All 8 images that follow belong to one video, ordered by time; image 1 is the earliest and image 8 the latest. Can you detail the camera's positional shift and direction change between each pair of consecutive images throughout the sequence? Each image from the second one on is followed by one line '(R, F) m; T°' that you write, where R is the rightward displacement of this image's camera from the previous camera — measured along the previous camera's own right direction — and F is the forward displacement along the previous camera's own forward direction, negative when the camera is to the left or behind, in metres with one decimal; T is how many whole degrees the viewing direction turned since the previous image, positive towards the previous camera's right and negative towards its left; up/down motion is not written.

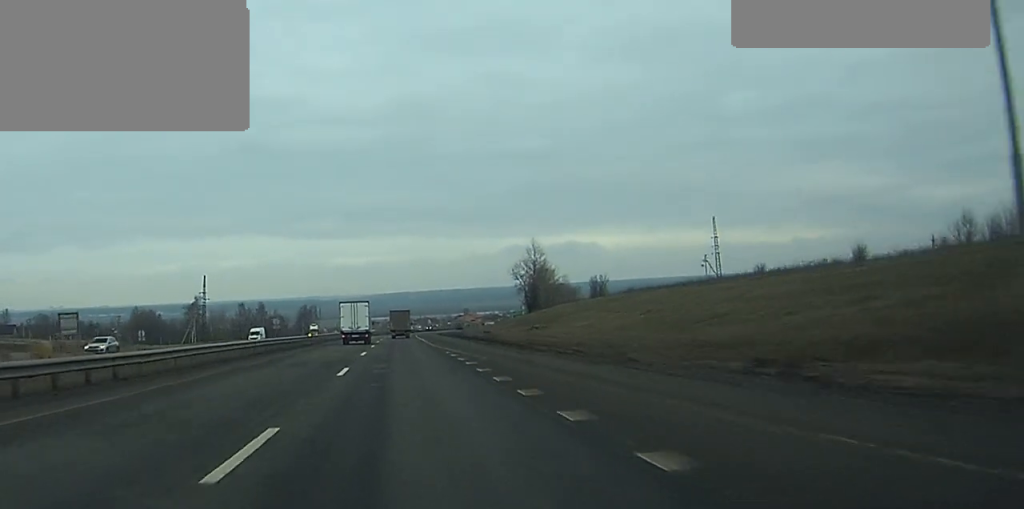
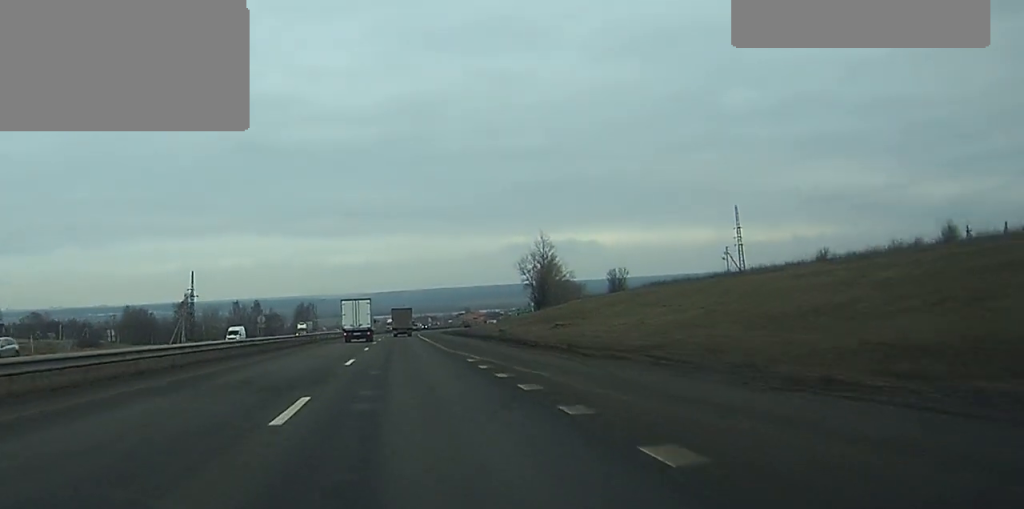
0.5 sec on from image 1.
(0.0, +12.3) m; 0°
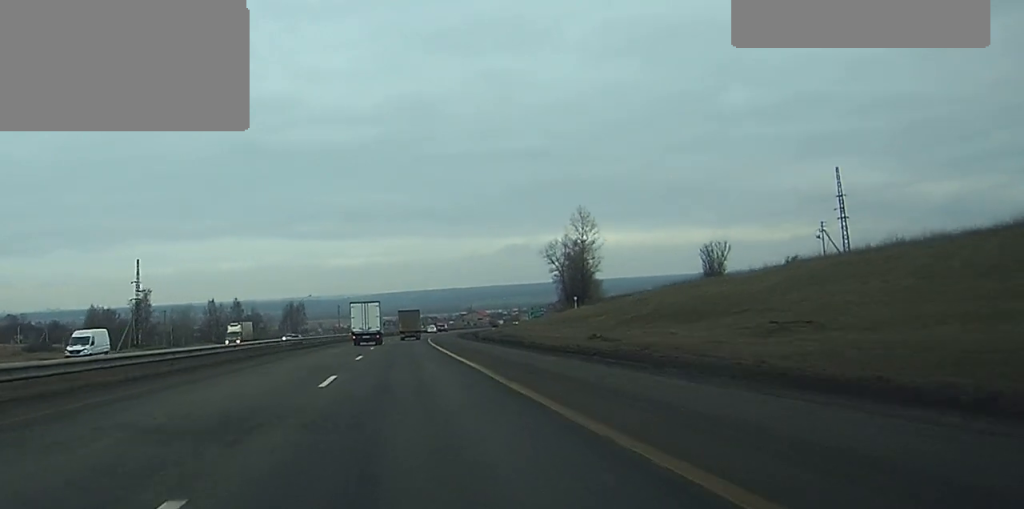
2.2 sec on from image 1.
(0.0, +40.7) m; 0°
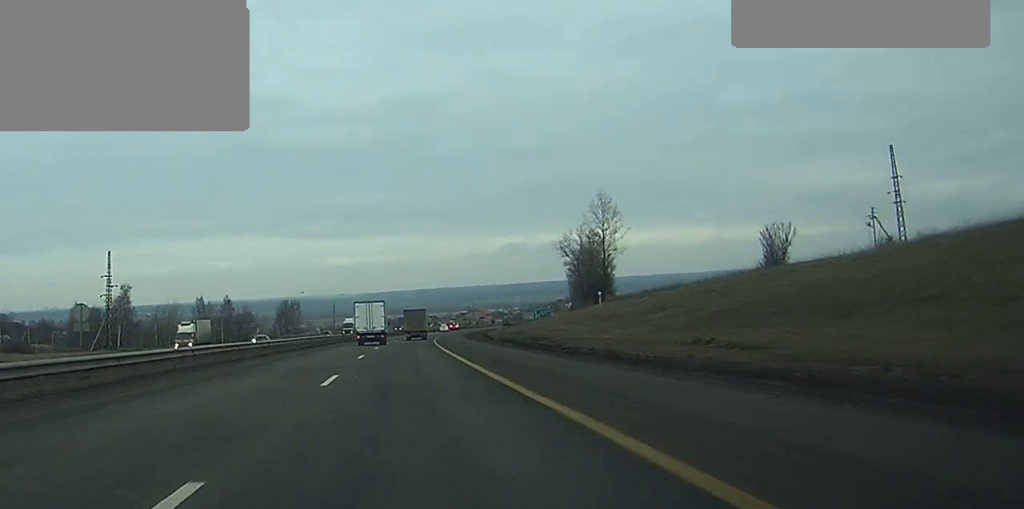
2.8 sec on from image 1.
(0.0, +15.4) m; 0°
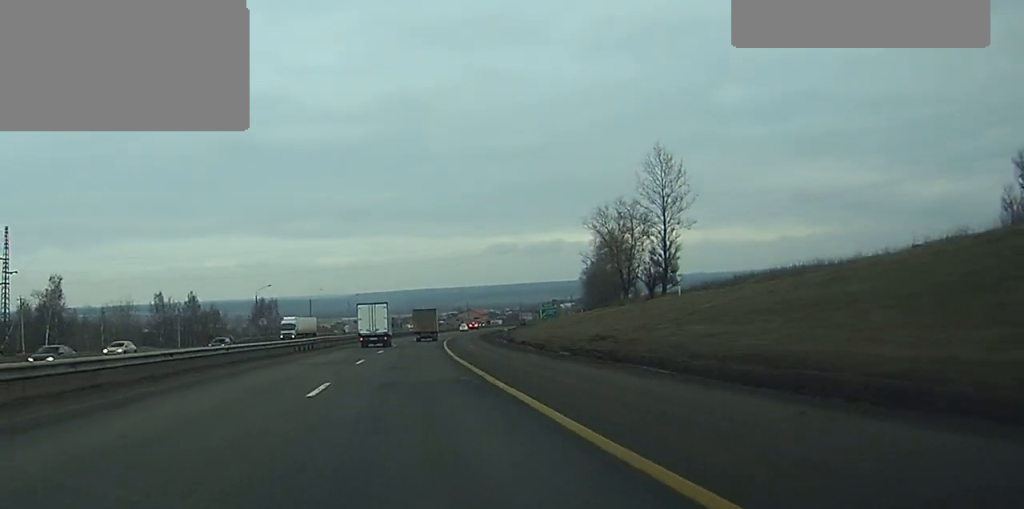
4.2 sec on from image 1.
(+0.1, +34.7) m; 0°
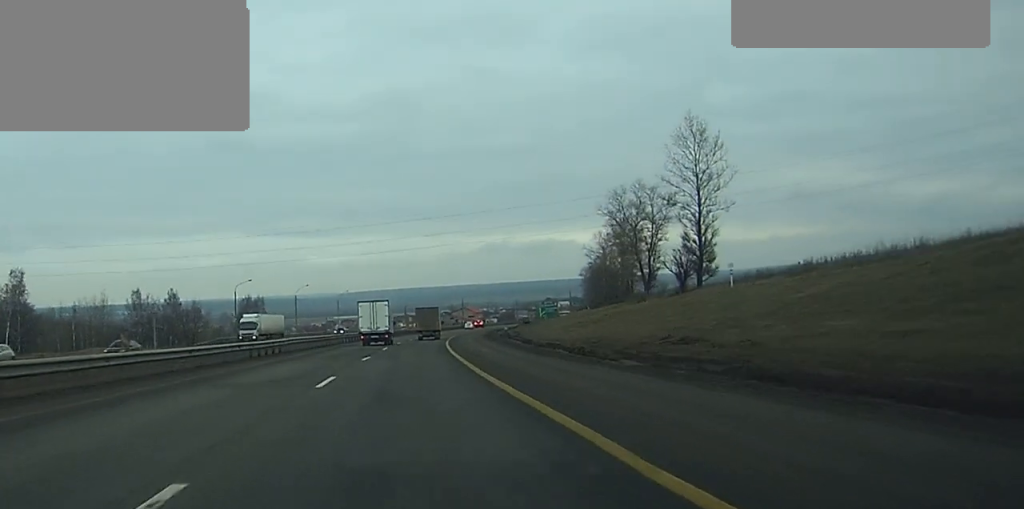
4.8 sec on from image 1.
(0.0, +13.7) m; 0°
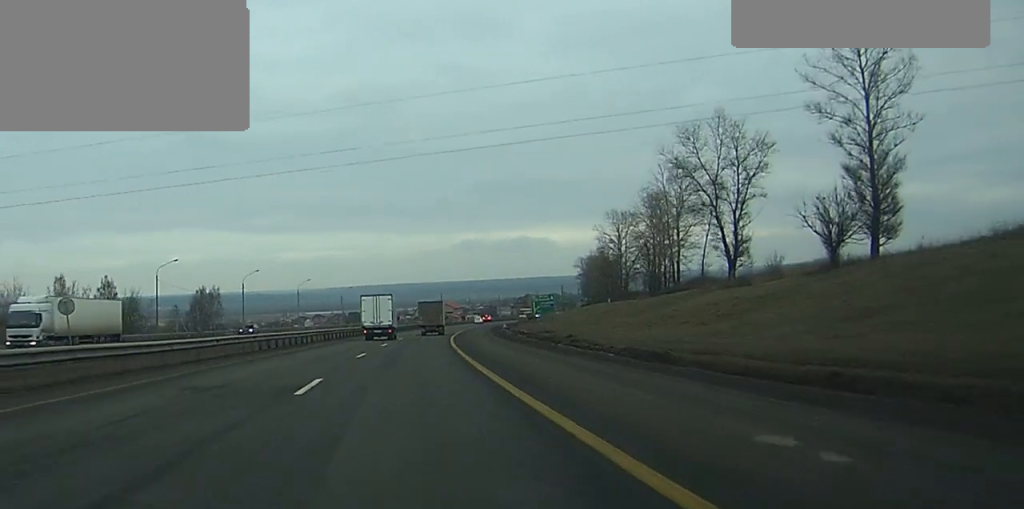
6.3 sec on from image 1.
(+0.2, +35.4) m; +1°
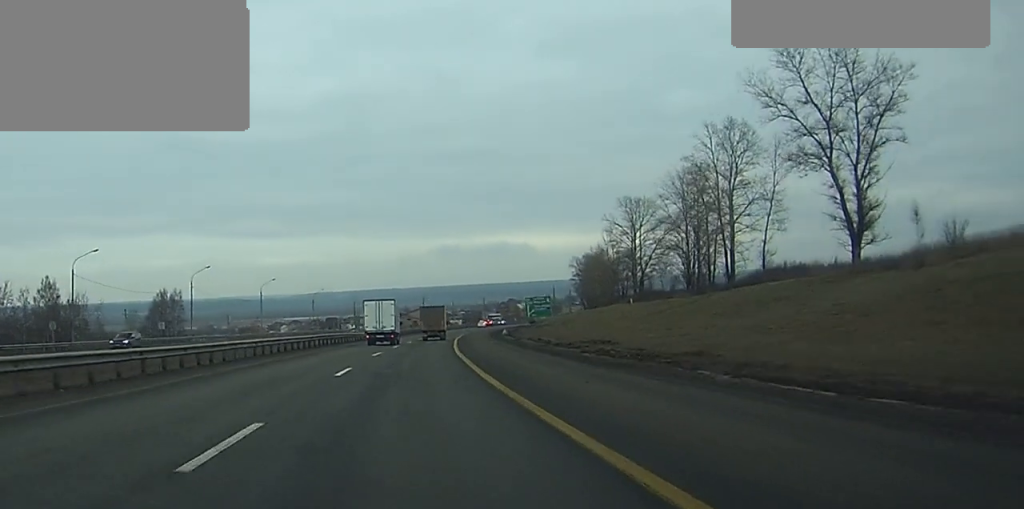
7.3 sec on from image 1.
(+0.3, +24.2) m; +2°
